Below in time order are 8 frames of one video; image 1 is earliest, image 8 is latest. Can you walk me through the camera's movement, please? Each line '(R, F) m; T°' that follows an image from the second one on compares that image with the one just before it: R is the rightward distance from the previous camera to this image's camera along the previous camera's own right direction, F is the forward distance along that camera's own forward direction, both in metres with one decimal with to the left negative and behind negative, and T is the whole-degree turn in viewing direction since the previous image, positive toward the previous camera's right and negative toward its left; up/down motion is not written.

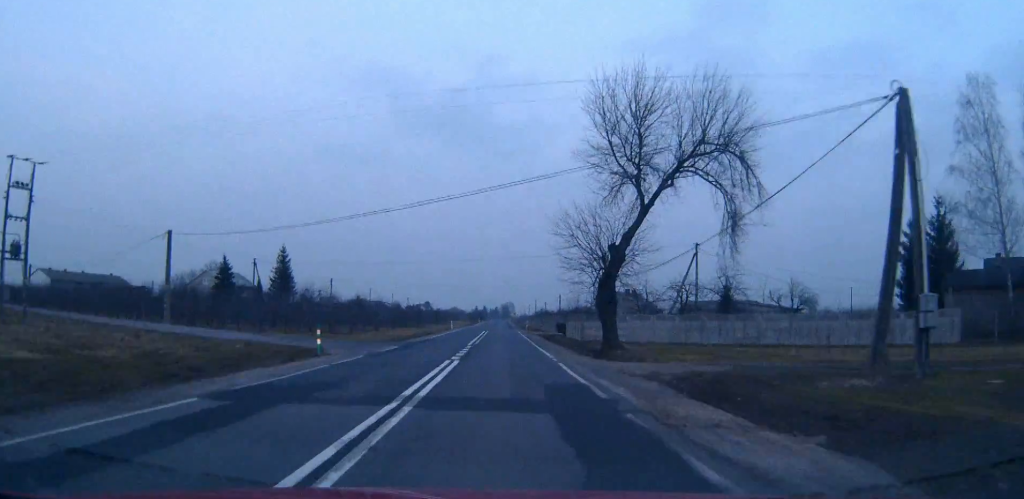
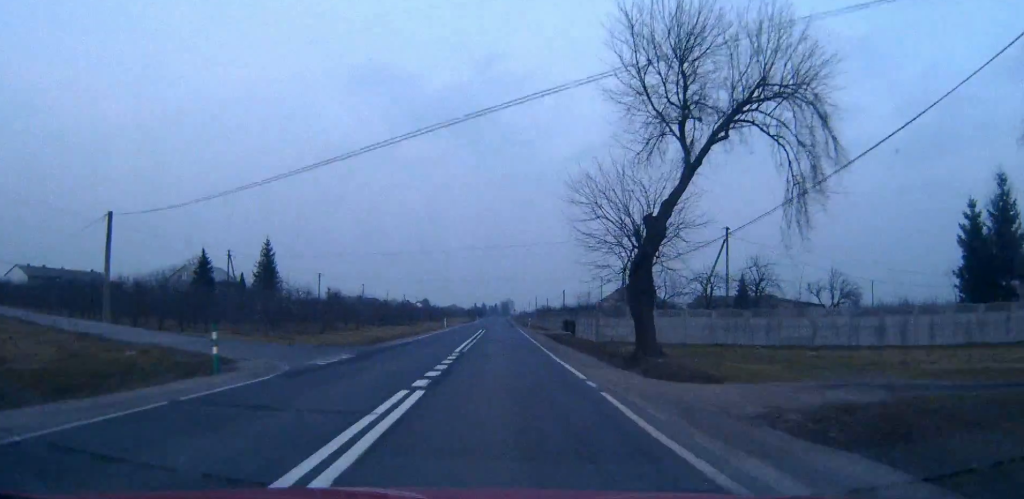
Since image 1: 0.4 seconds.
(0.0, +9.2) m; 0°
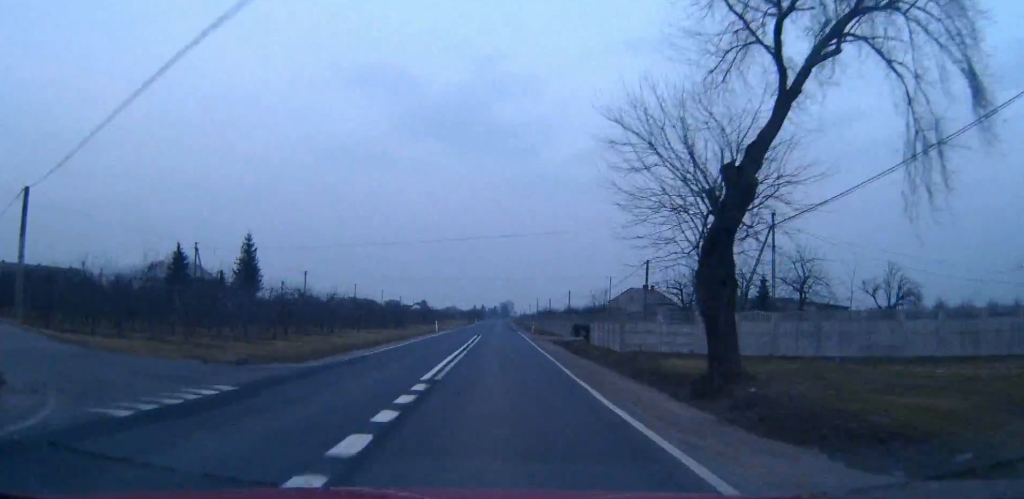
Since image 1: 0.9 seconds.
(0.0, +9.9) m; 0°
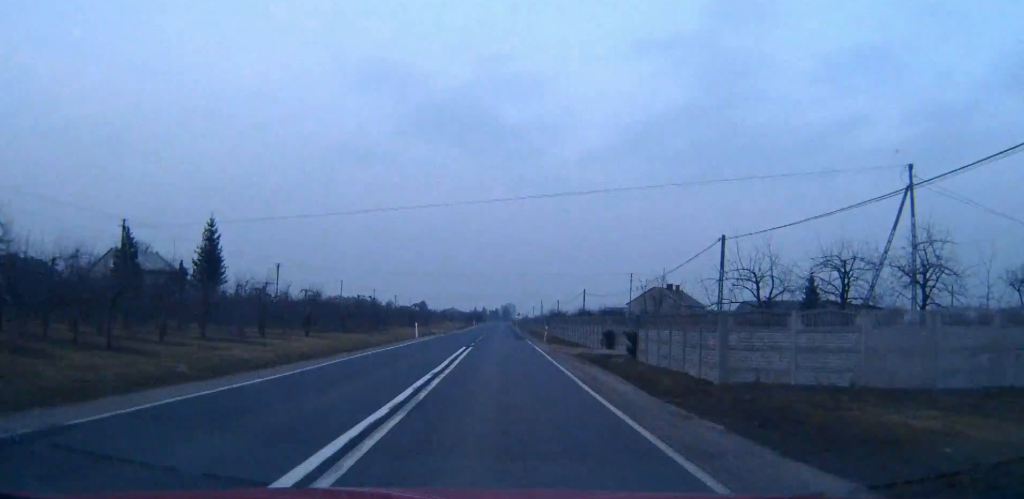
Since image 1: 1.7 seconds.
(0.0, +17.0) m; 0°
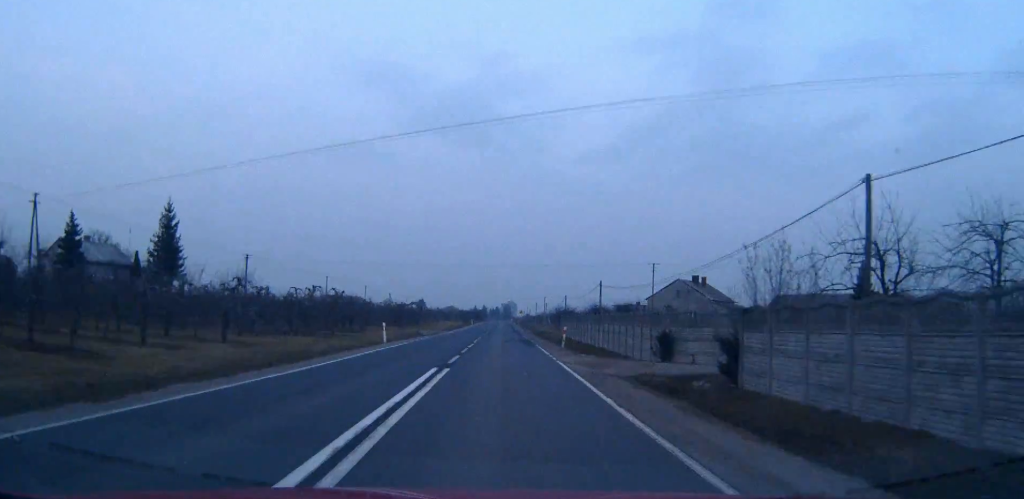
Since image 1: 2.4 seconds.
(0.0, +14.2) m; 0°
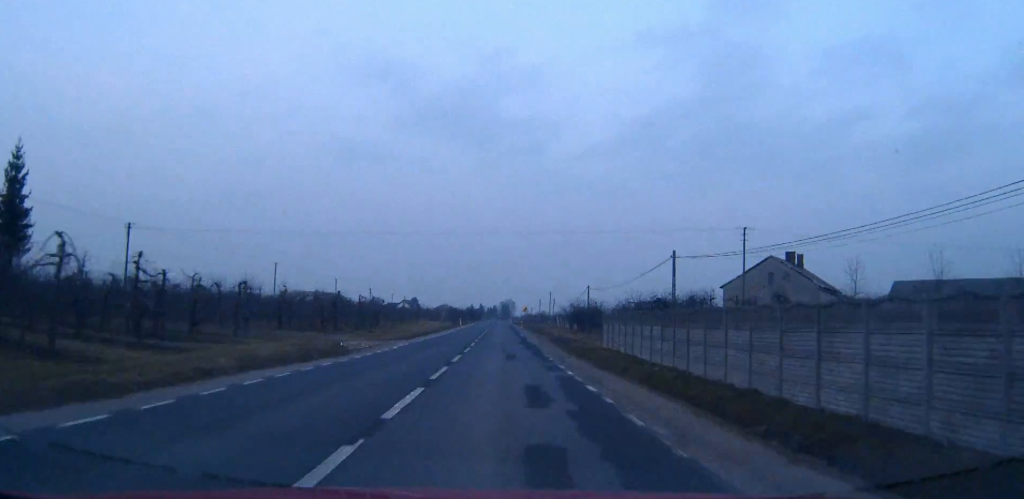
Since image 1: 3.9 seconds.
(0.0, +32.6) m; 0°
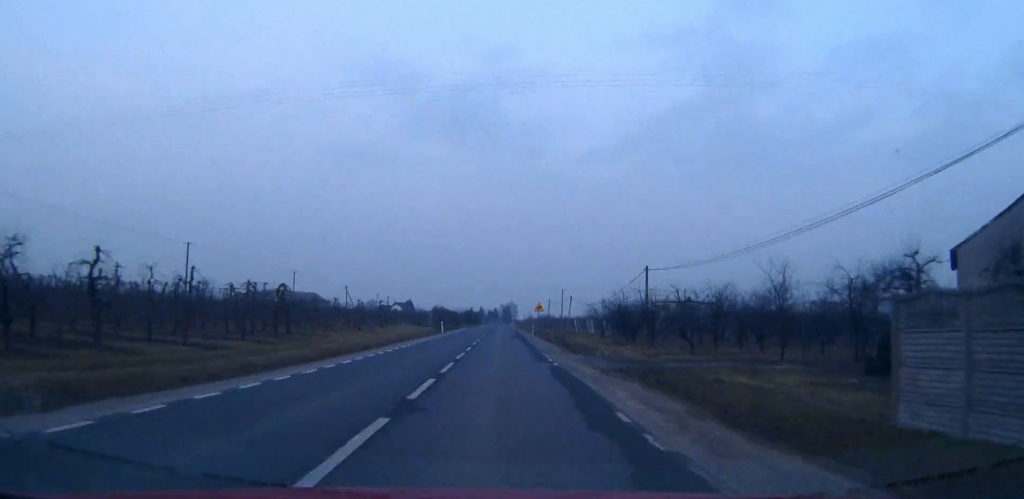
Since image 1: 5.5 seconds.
(0.0, +33.7) m; 0°
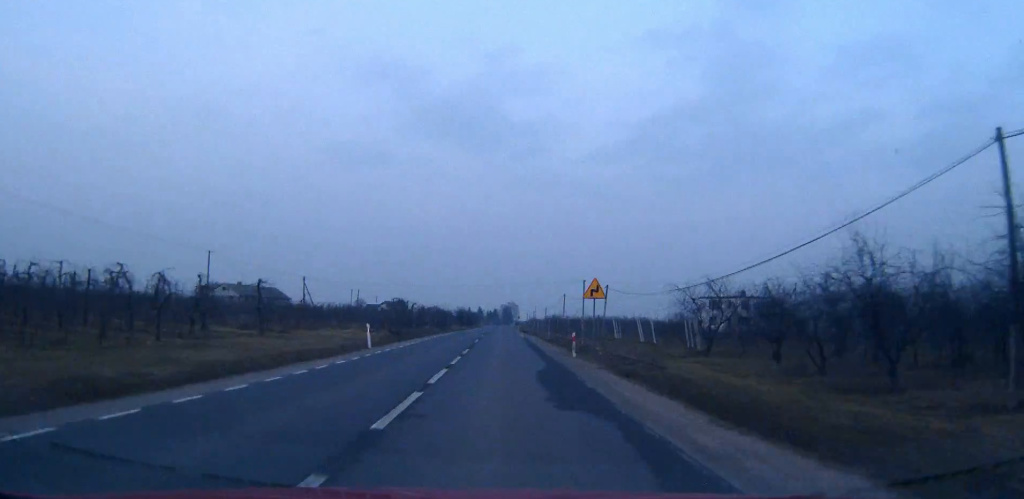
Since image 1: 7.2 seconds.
(-0.1, +38.7) m; 0°
